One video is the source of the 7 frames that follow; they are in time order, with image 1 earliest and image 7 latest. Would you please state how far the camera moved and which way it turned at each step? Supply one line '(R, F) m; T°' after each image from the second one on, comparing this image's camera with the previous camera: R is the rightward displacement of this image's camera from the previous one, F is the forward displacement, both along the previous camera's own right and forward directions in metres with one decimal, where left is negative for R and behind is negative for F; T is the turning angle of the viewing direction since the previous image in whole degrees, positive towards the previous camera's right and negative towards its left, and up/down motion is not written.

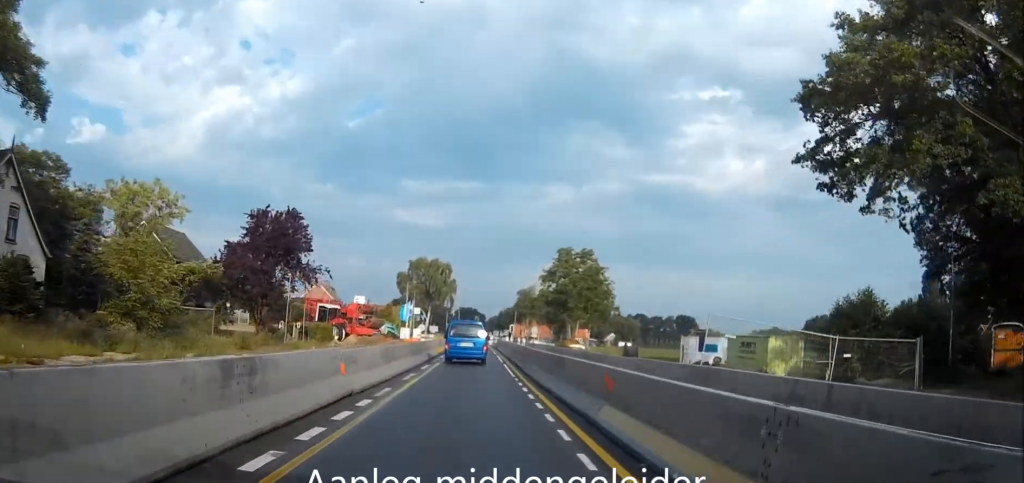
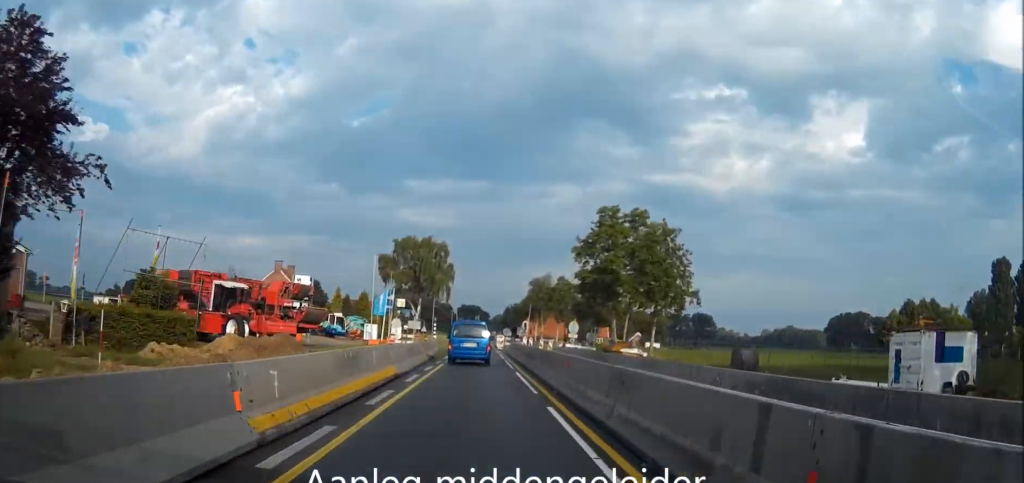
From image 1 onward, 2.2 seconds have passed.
(-0.1, +30.7) m; -1°
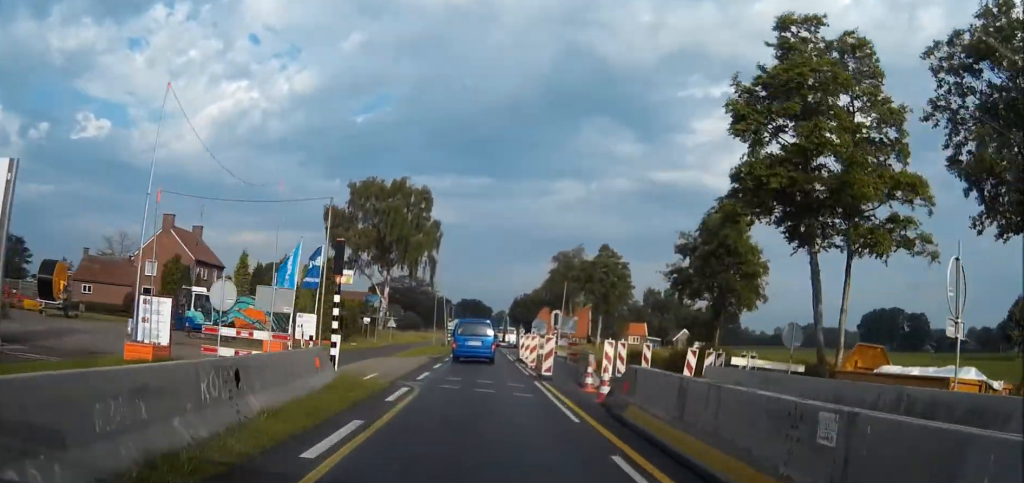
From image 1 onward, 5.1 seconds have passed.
(+0.4, +41.7) m; +2°
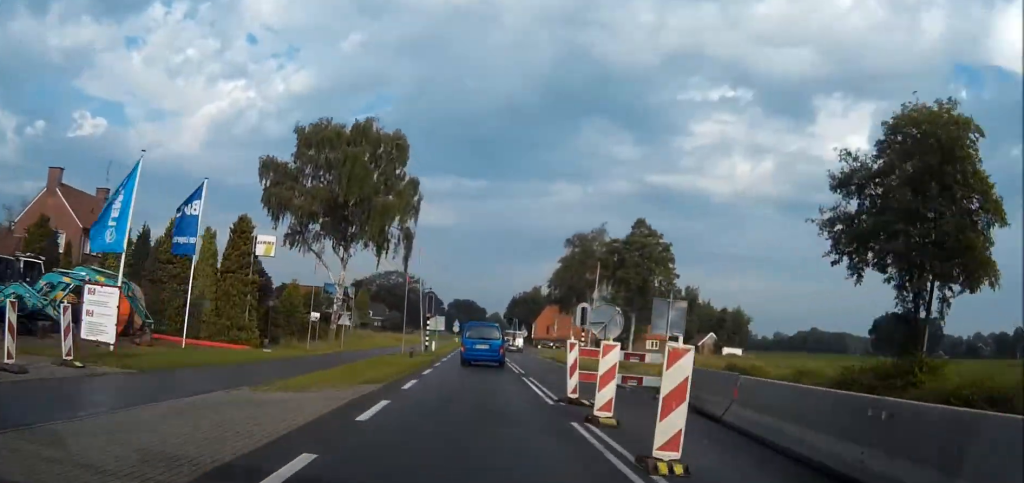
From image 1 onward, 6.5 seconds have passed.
(+0.2, +21.4) m; 0°
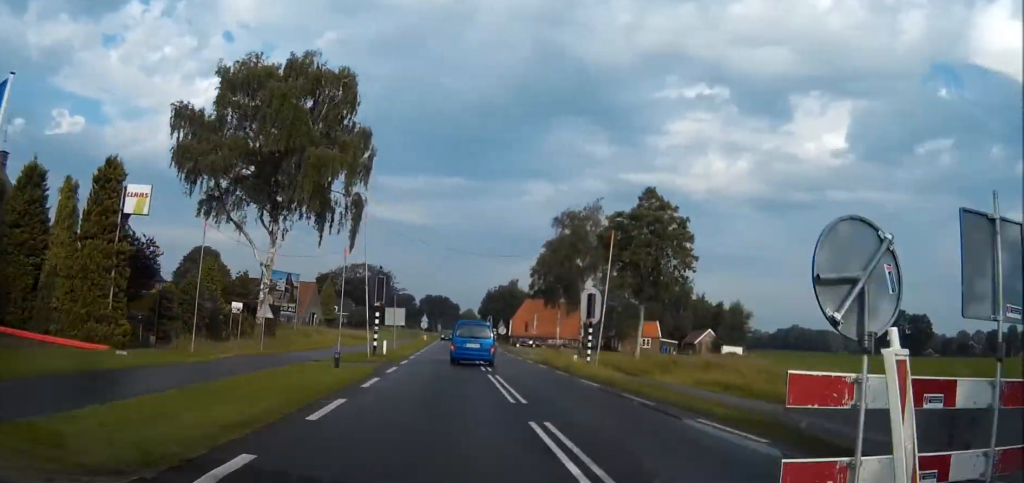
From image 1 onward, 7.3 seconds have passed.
(+0.1, +12.4) m; 0°
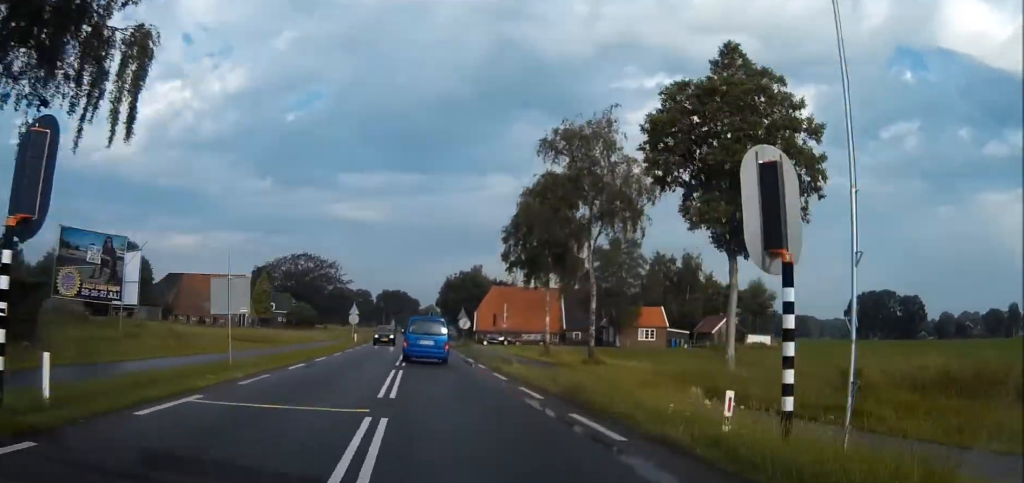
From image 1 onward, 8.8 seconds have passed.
(-0.3, +24.5) m; -1°
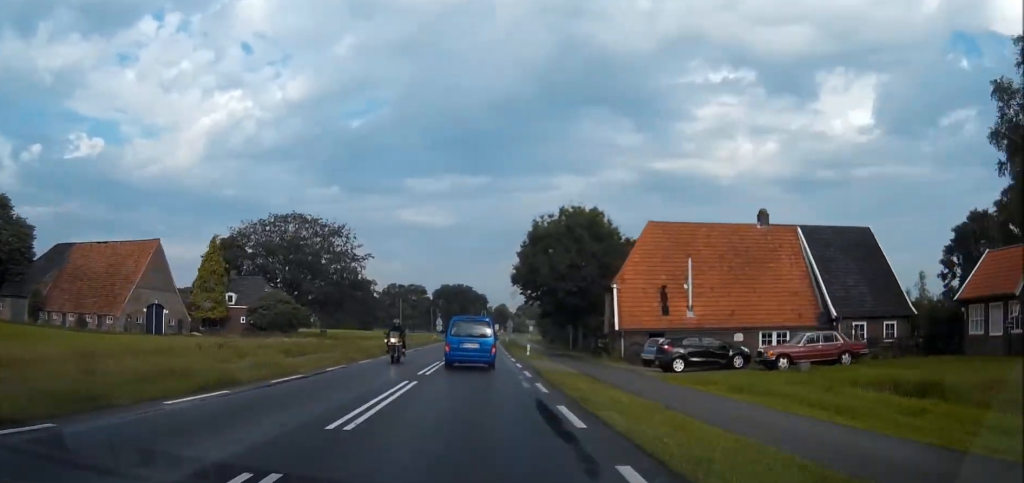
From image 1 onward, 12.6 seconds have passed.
(-1.0, +62.9) m; -2°
